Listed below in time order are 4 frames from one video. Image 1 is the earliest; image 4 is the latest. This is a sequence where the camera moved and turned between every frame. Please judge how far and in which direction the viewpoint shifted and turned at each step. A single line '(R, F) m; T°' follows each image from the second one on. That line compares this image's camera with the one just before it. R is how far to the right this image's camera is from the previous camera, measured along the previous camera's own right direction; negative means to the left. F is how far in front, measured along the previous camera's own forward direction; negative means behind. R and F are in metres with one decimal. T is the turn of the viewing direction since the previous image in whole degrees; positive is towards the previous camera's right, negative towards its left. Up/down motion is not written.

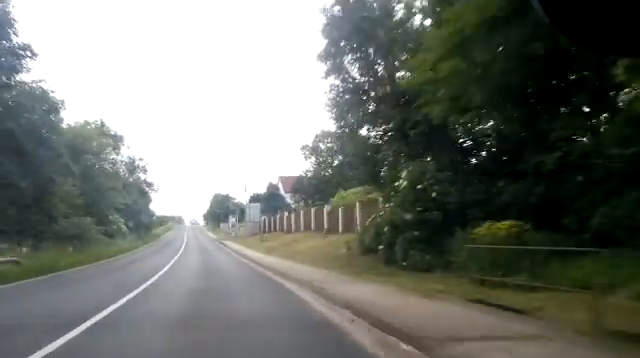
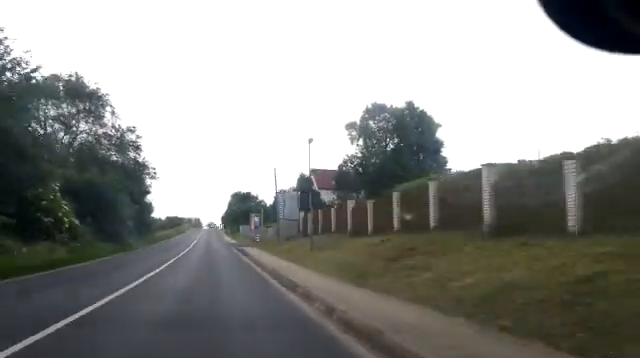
(-0.1, +18.6) m; -3°
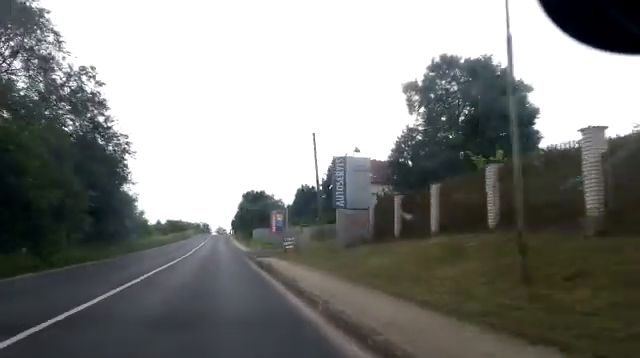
(-0.7, +18.1) m; -1°
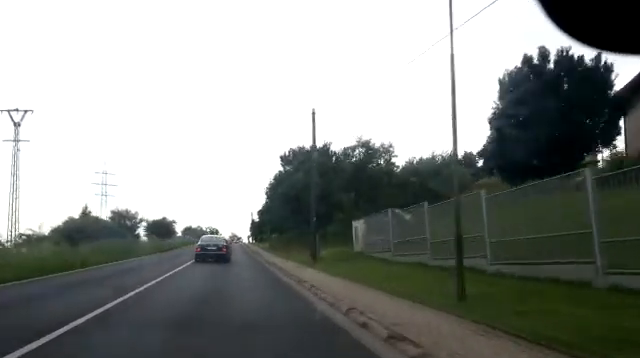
(0.0, +58.3) m; -1°
